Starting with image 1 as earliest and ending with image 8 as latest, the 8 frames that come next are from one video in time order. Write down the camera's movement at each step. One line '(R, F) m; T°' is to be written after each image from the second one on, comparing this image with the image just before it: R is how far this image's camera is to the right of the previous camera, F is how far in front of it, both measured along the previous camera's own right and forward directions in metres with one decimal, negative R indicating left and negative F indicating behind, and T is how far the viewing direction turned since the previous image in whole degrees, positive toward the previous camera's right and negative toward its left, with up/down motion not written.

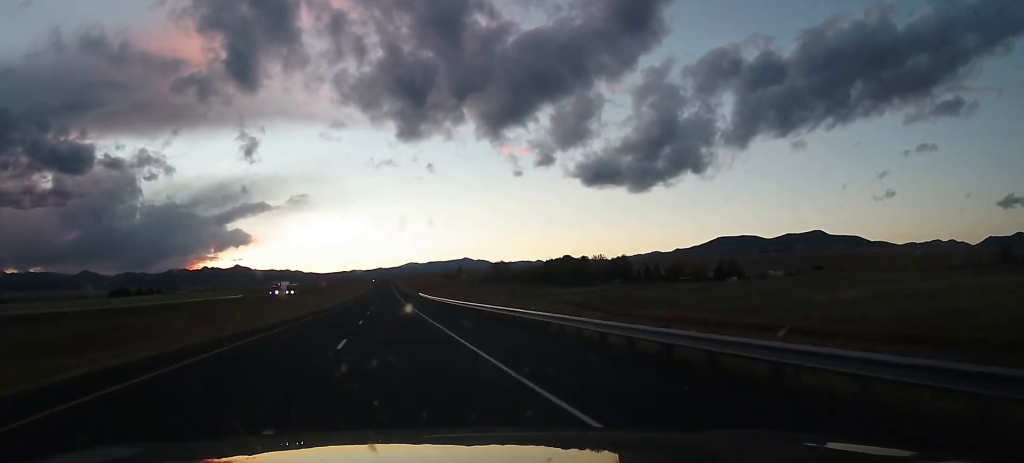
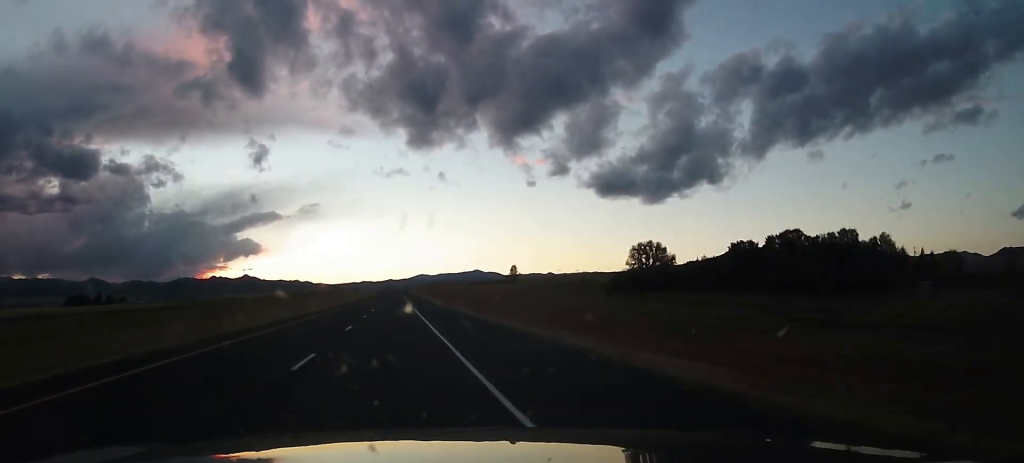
(-0.9, +151.4) m; 0°
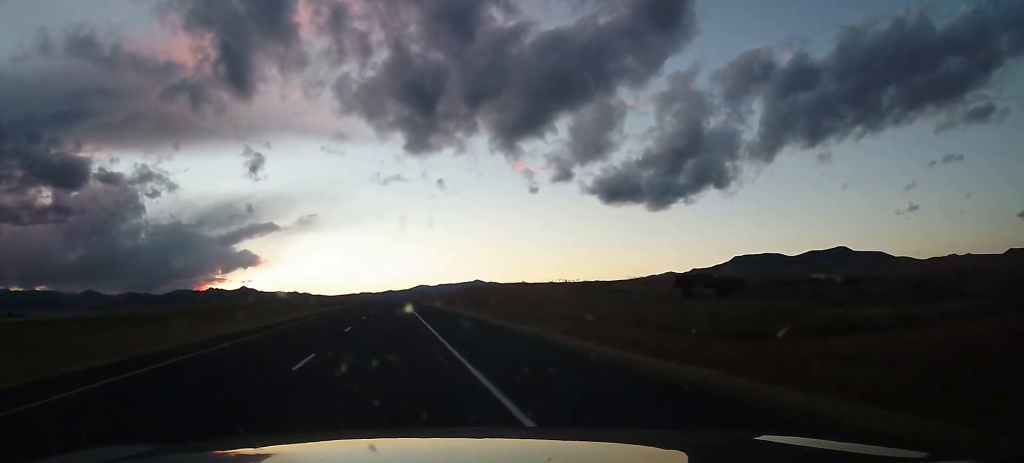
(-0.9, +231.2) m; 0°
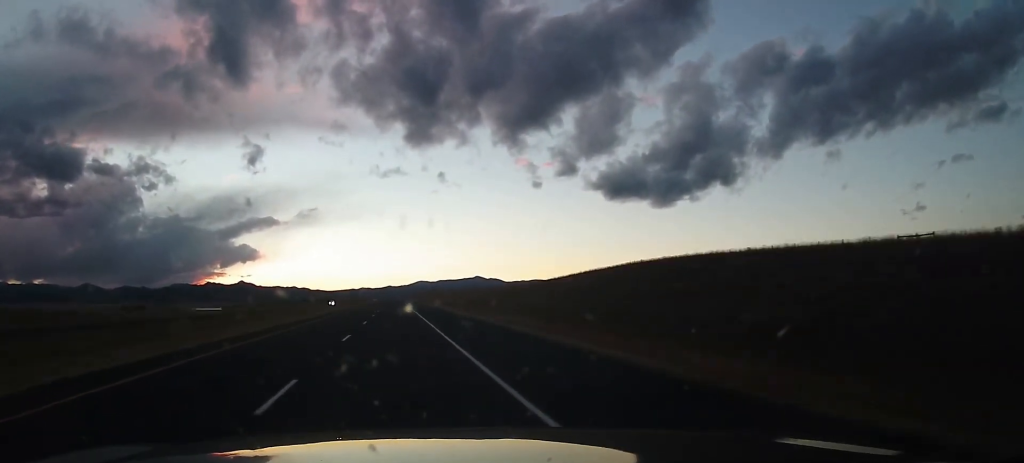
(-0.2, +170.1) m; 0°
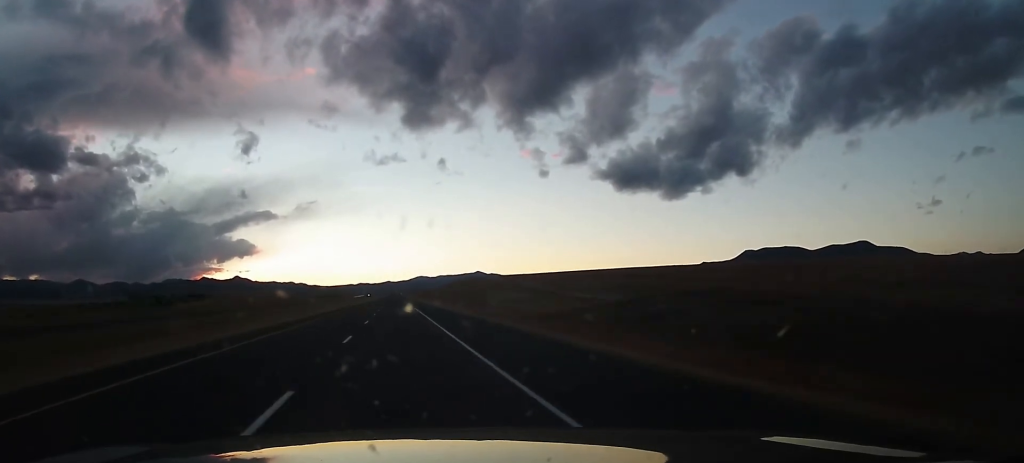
(-0.3, +400.1) m; 0°
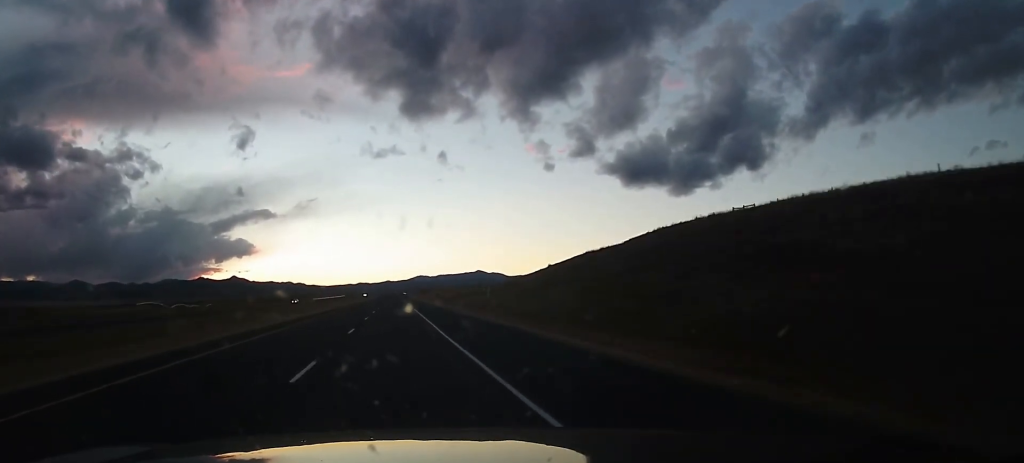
(-0.2, +280.2) m; 0°
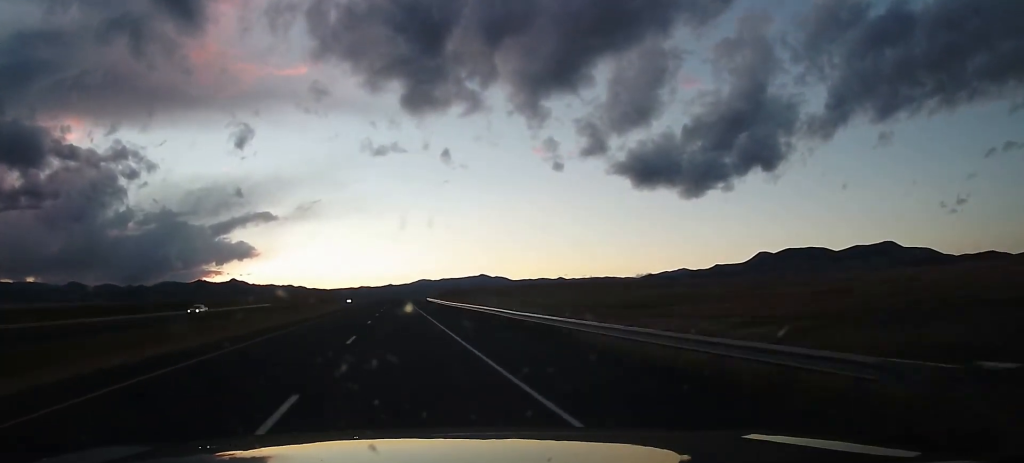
(+0.3, +282.0) m; 0°
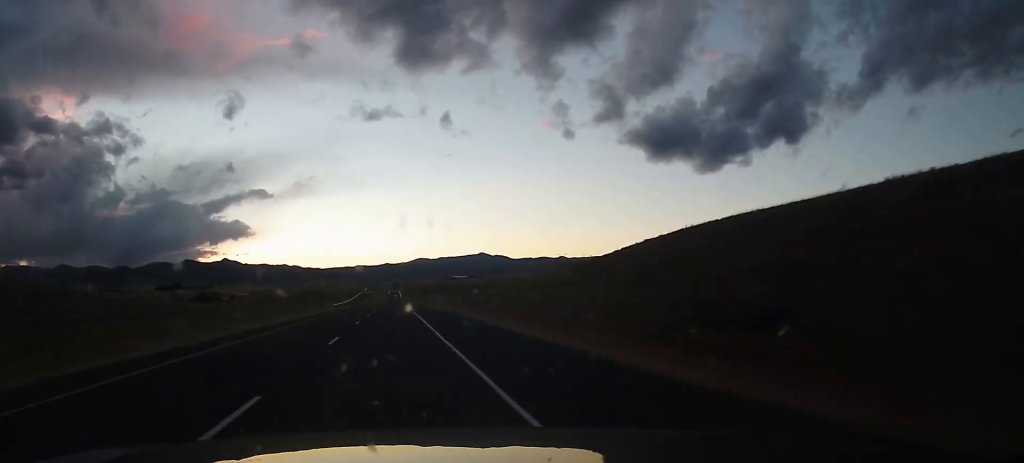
(-0.8, +500.9) m; 0°
